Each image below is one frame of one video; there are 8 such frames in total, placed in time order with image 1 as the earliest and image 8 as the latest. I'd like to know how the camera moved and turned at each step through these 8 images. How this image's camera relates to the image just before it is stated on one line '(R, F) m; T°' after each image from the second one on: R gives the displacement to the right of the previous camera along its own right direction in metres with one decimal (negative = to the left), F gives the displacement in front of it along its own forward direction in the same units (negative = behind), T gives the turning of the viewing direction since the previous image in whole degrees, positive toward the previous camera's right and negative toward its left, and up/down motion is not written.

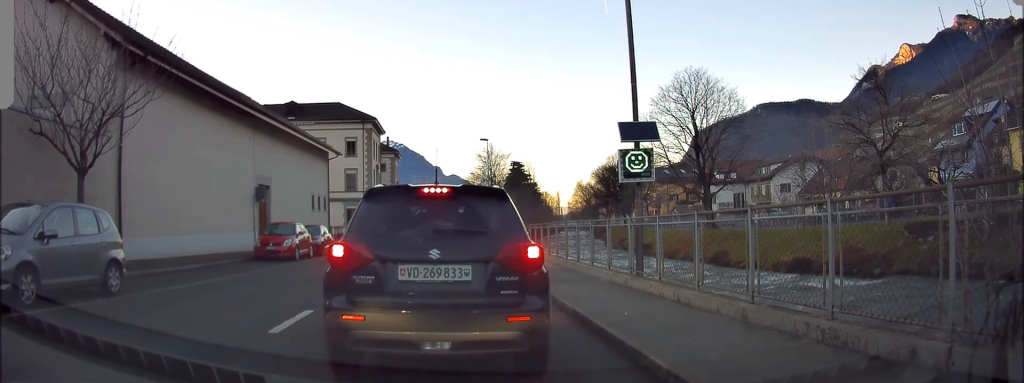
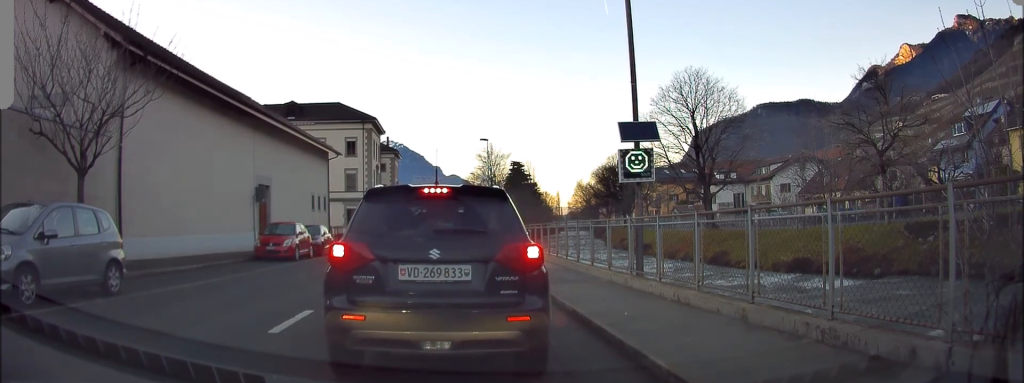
(+0.1, +0.1) m; 0°
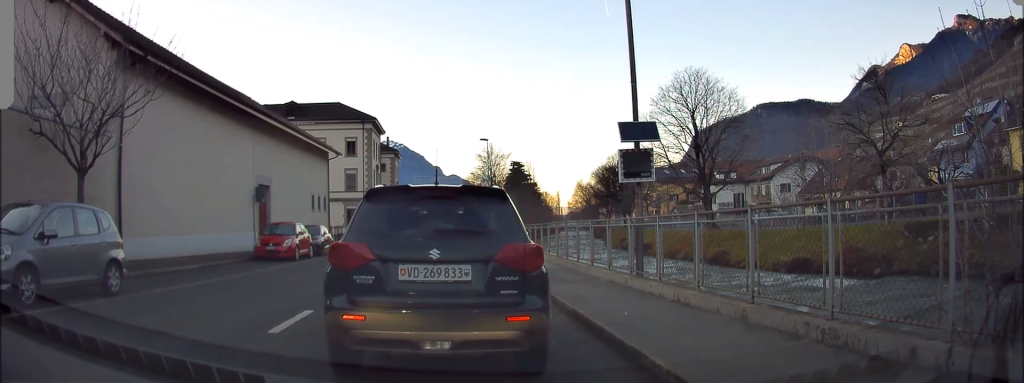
(+0.4, +0.2) m; 0°
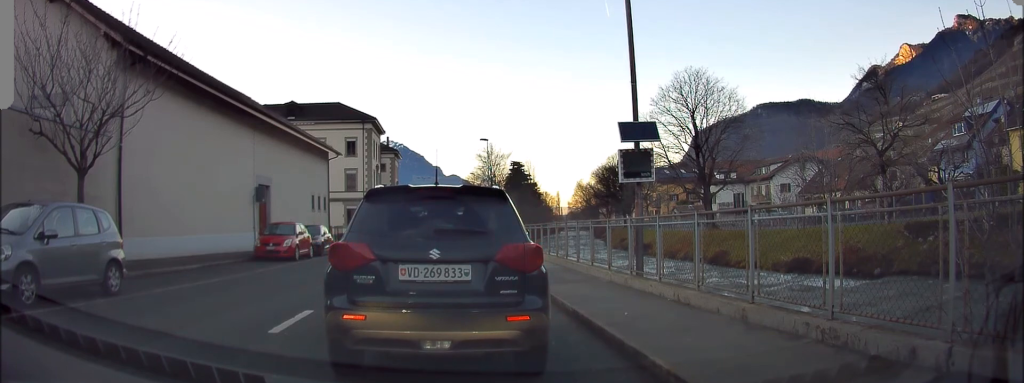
(+0.2, +0.1) m; 0°
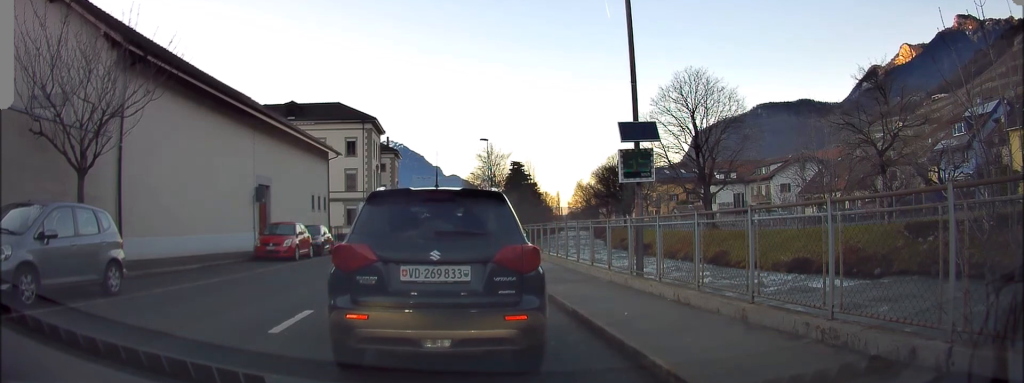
(-0.1, +0.2) m; 0°
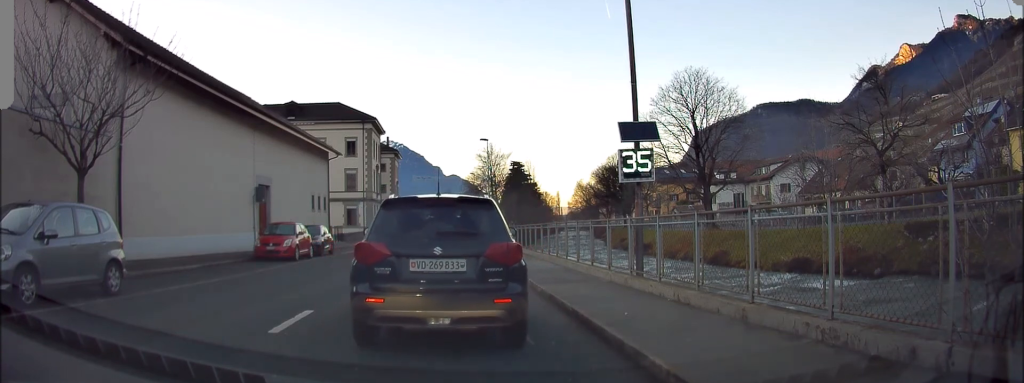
(-0.1, +0.3) m; 0°
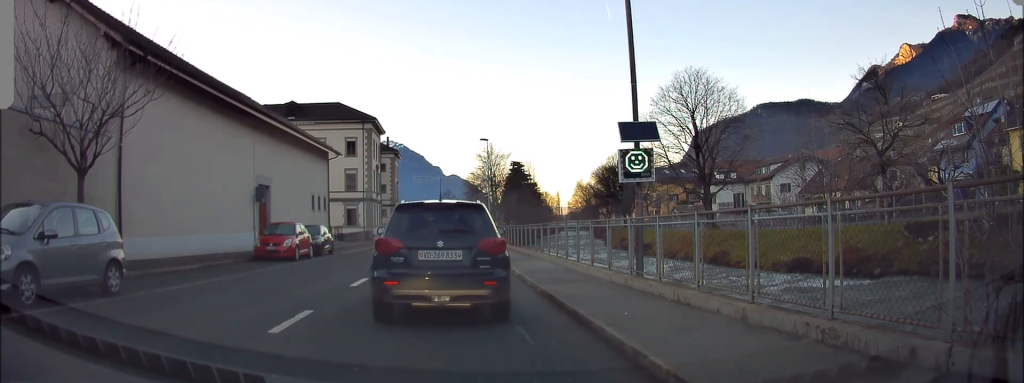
(-0.1, +0.3) m; 0°
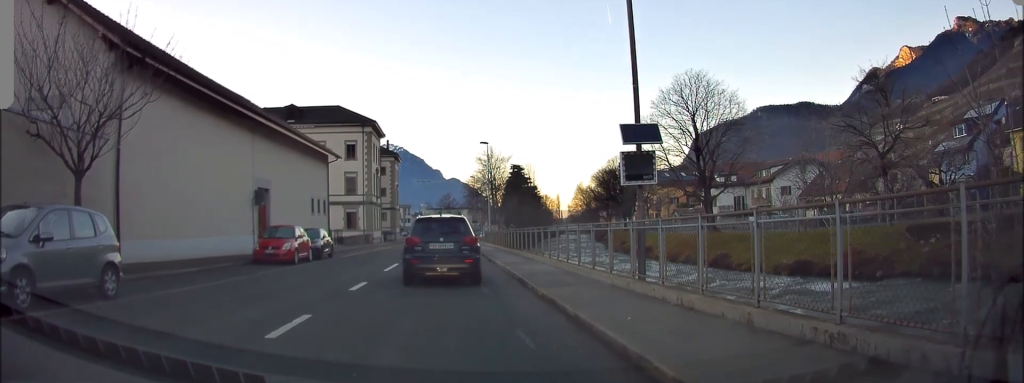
(-0.2, +0.9) m; 0°
